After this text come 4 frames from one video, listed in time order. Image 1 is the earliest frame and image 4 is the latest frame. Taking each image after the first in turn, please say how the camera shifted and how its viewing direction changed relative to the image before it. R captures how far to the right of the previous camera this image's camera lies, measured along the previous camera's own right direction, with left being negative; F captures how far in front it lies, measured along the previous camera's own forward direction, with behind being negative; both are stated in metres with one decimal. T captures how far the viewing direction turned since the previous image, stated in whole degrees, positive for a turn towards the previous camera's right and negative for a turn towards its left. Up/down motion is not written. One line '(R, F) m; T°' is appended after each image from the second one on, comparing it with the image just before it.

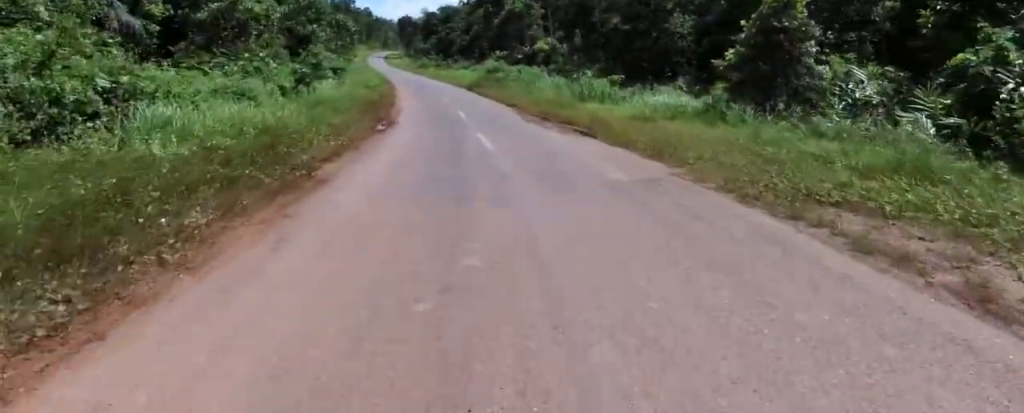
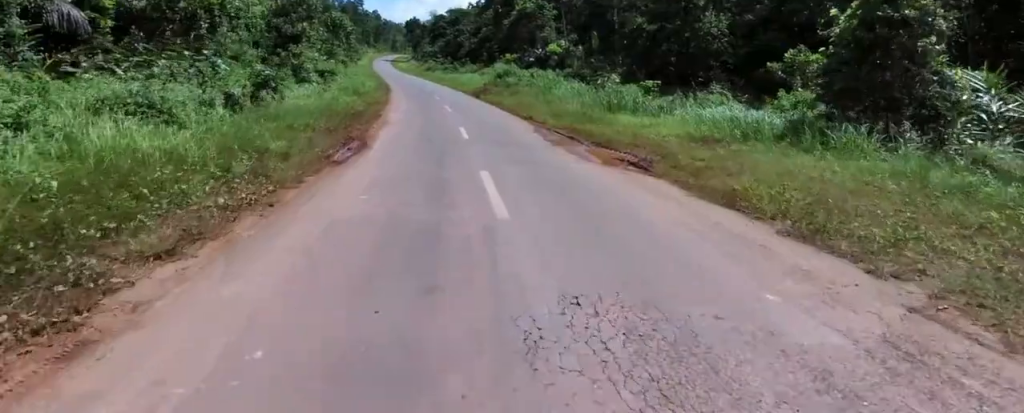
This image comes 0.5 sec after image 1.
(-0.5, +4.3) m; -2°
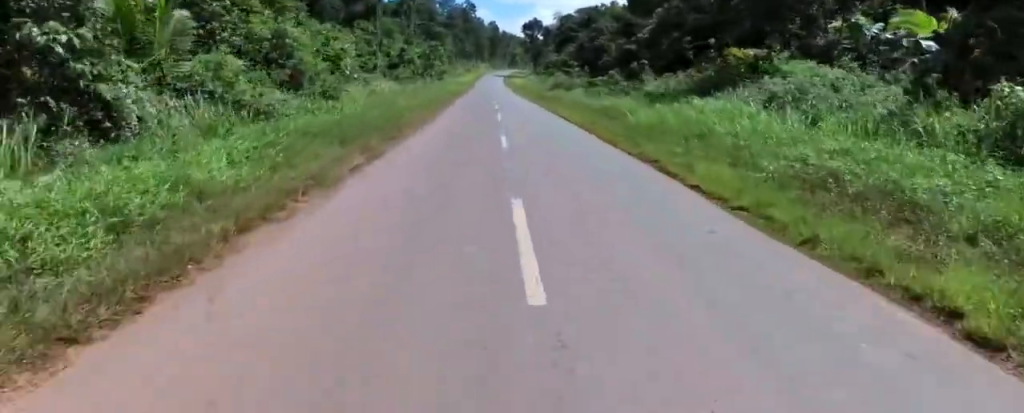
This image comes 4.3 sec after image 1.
(-2.7, +40.1) m; -8°
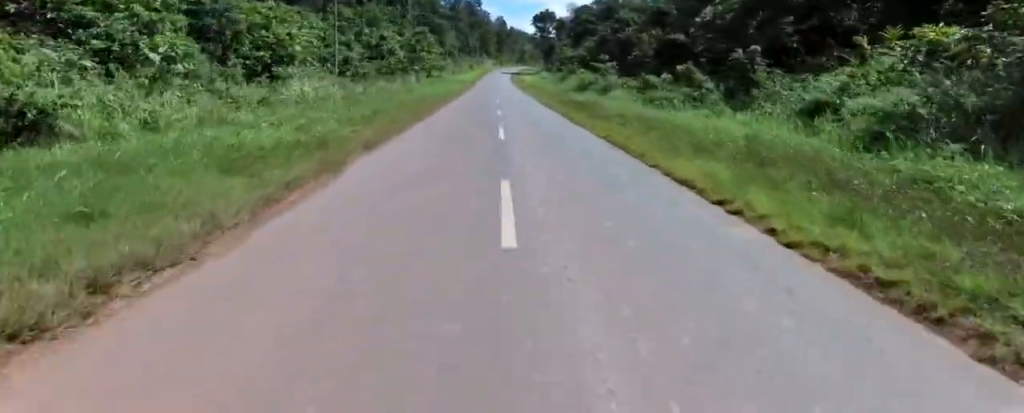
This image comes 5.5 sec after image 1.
(+0.3, +15.2) m; +2°
